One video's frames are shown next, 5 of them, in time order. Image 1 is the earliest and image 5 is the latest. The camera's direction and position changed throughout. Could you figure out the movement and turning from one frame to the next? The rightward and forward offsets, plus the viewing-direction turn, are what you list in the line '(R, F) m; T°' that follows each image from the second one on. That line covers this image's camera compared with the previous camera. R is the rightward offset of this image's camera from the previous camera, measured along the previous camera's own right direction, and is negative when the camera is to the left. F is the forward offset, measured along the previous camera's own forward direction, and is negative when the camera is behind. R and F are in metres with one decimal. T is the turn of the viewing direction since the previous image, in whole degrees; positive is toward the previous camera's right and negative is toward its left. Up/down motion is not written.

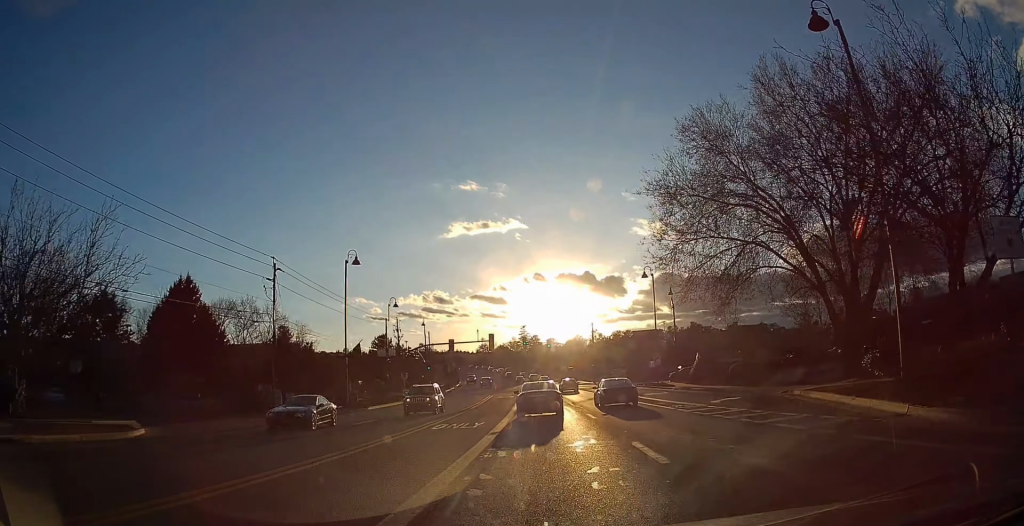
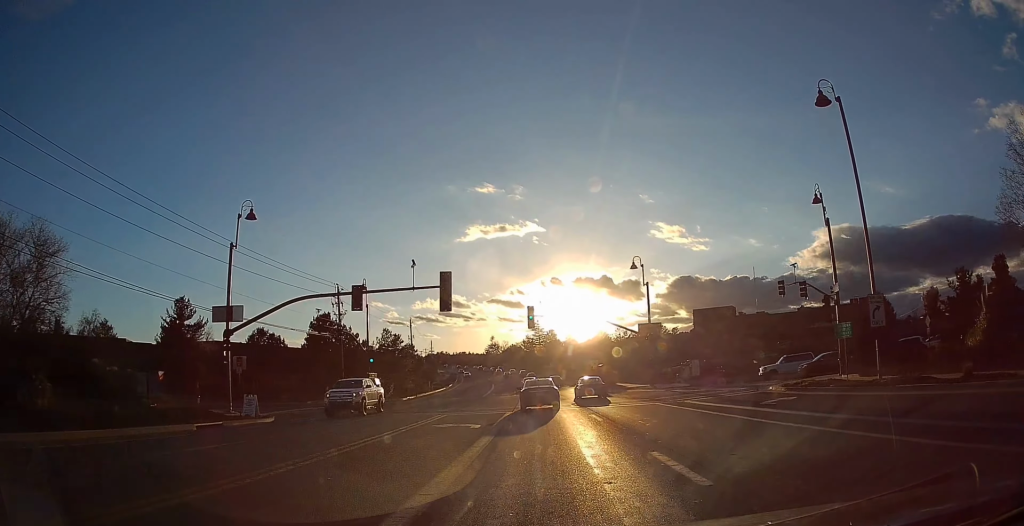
(0.0, +39.1) m; -1°
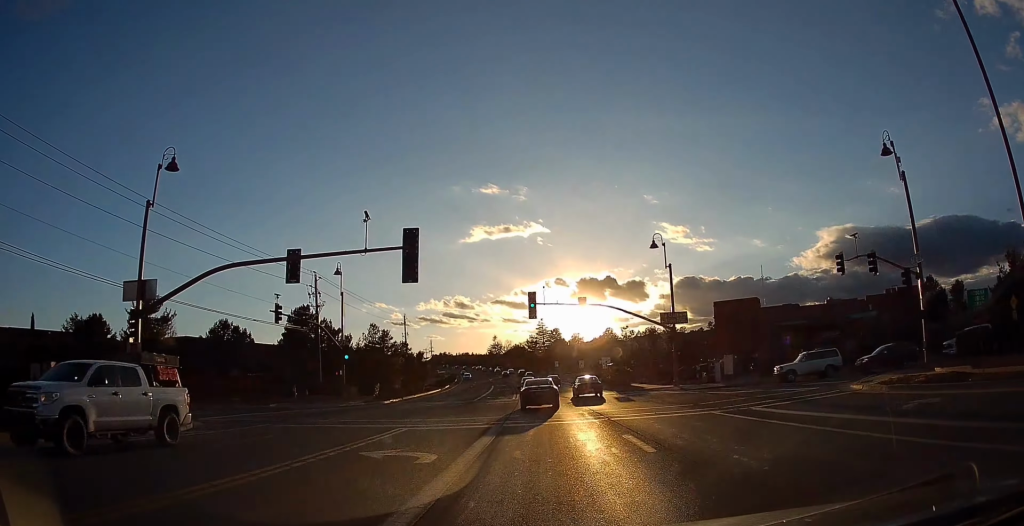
(+0.2, +9.1) m; +1°
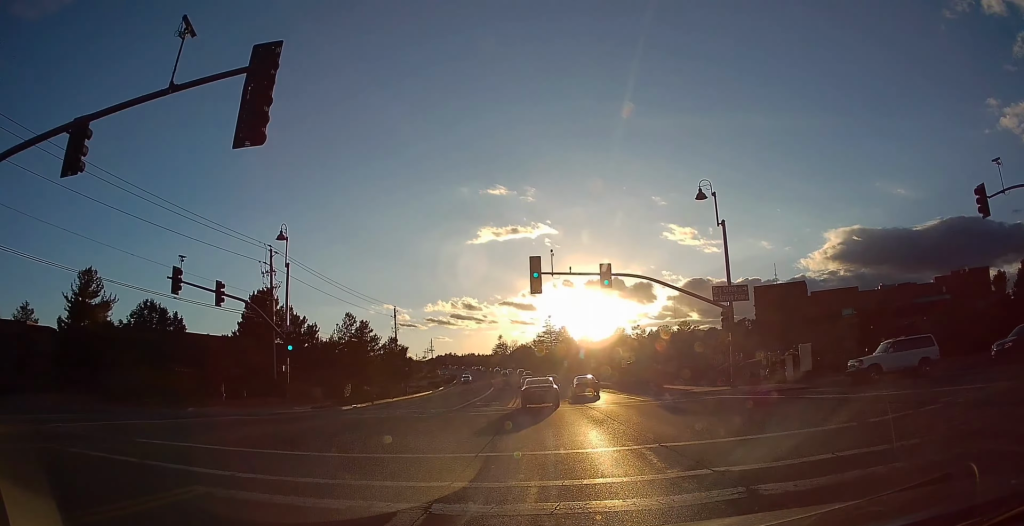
(-0.1, +13.2) m; -1°
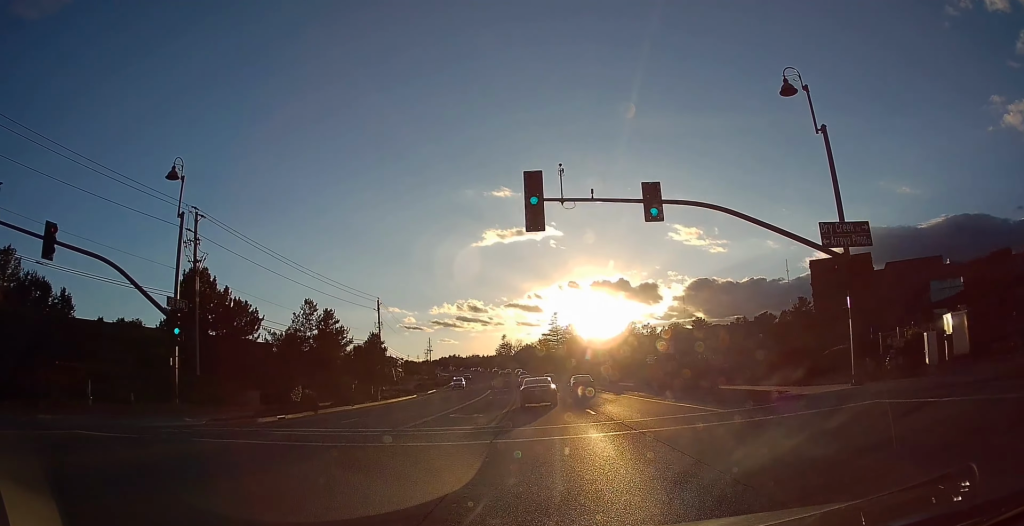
(-0.2, +13.6) m; -4°
